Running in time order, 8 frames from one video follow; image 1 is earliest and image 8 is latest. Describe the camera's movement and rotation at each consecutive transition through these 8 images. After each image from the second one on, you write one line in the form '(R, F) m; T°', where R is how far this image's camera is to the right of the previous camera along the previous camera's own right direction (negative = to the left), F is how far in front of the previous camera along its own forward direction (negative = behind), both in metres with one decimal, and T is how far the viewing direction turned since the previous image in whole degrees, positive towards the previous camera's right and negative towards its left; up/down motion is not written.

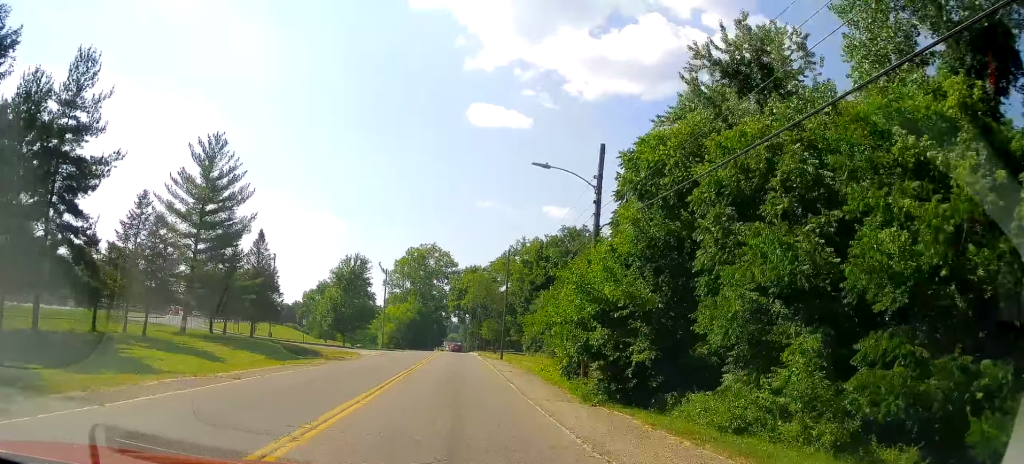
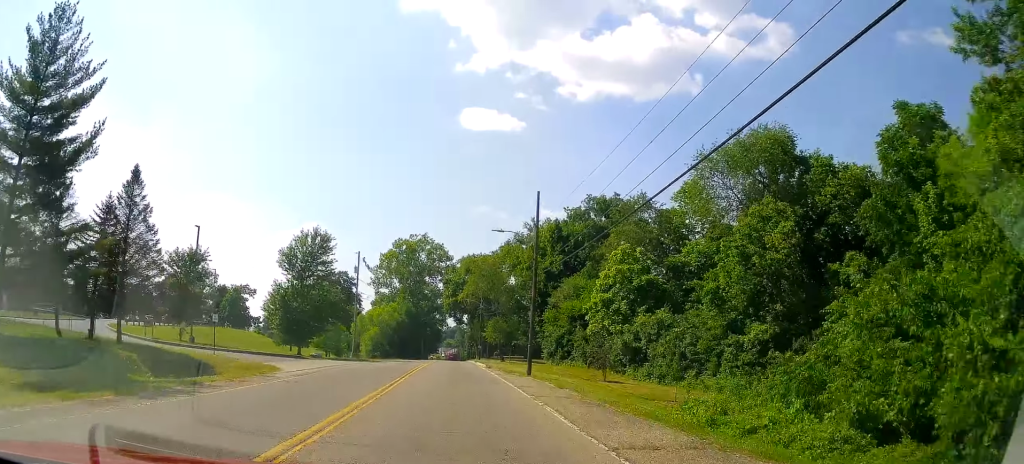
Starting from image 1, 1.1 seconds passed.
(+0.1, +23.4) m; -1°
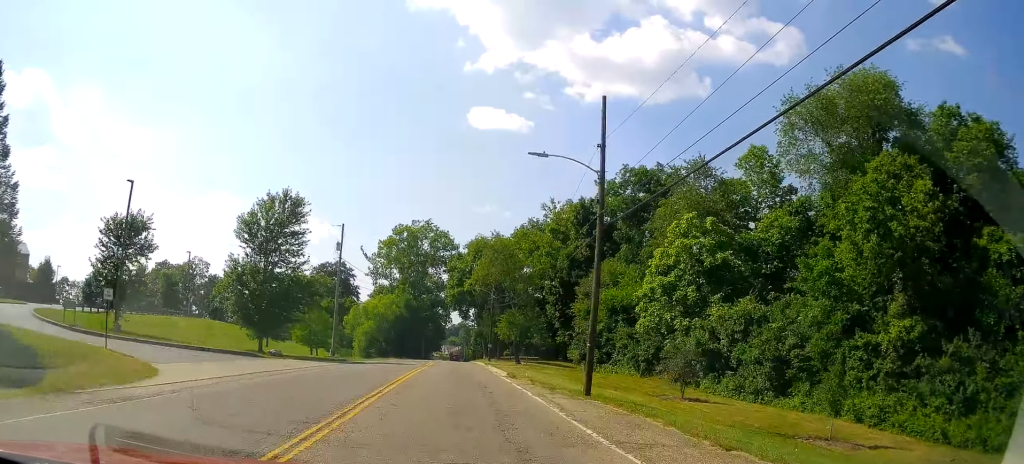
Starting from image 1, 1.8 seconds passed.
(-0.2, +14.4) m; 0°
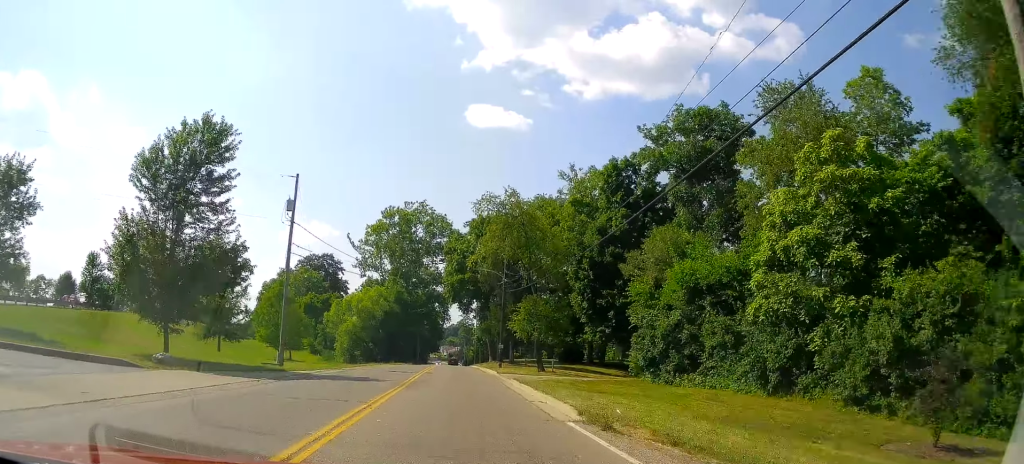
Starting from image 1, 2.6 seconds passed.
(-0.3, +17.4) m; 0°
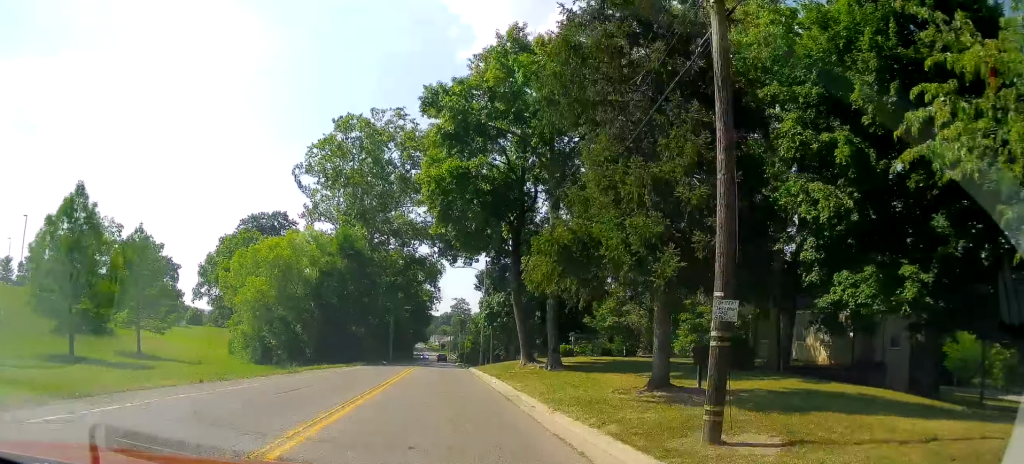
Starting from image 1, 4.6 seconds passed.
(+1.3, +44.3) m; +1°
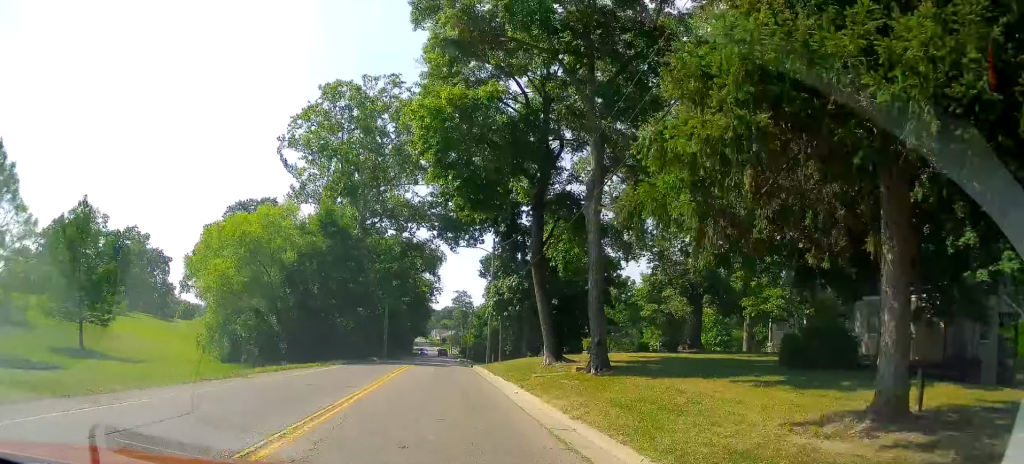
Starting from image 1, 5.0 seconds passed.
(+0.1, +8.6) m; -1°
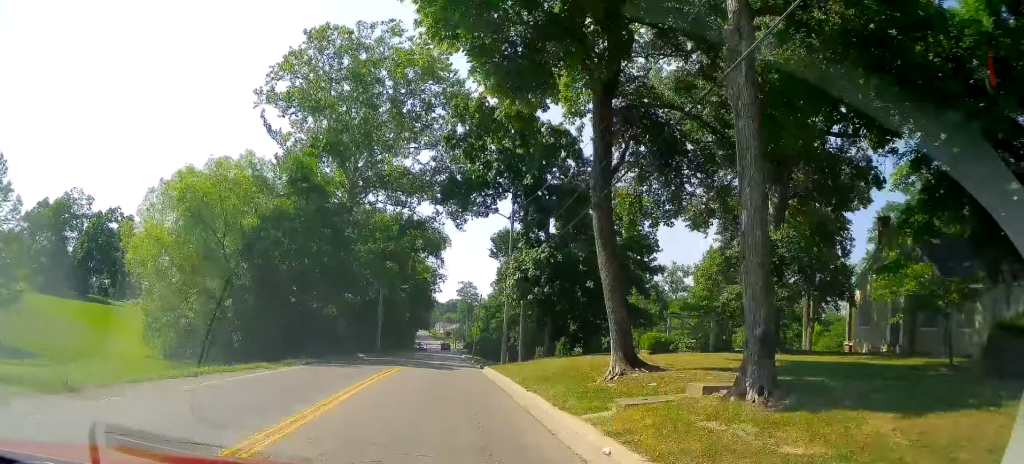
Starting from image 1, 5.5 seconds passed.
(0.0, +10.5) m; -1°
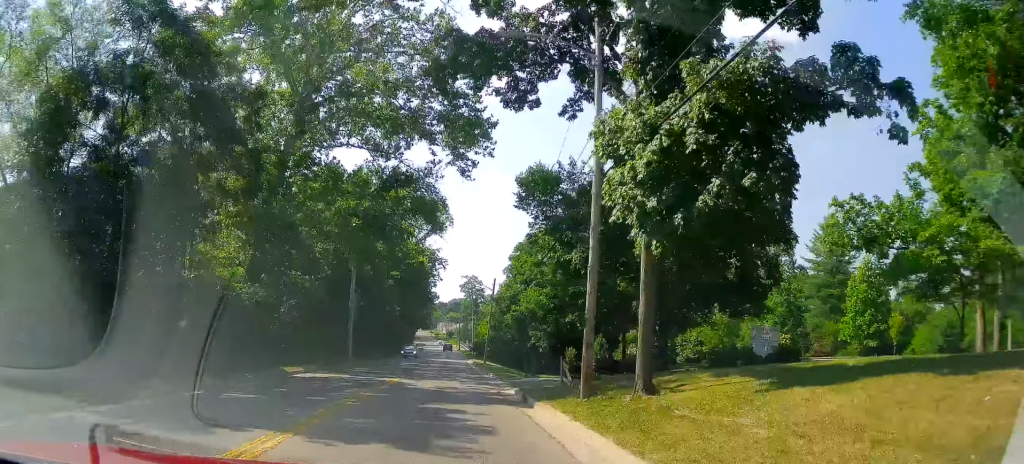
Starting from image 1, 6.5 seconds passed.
(-0.6, +19.6) m; -3°
